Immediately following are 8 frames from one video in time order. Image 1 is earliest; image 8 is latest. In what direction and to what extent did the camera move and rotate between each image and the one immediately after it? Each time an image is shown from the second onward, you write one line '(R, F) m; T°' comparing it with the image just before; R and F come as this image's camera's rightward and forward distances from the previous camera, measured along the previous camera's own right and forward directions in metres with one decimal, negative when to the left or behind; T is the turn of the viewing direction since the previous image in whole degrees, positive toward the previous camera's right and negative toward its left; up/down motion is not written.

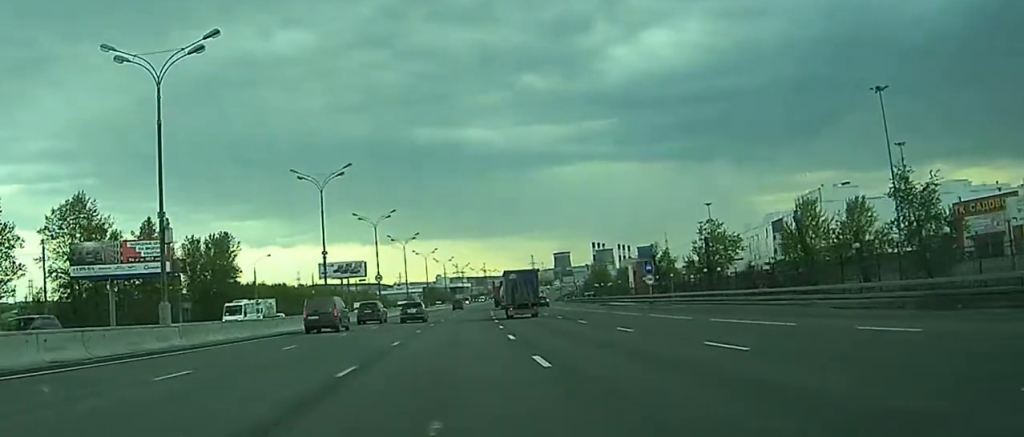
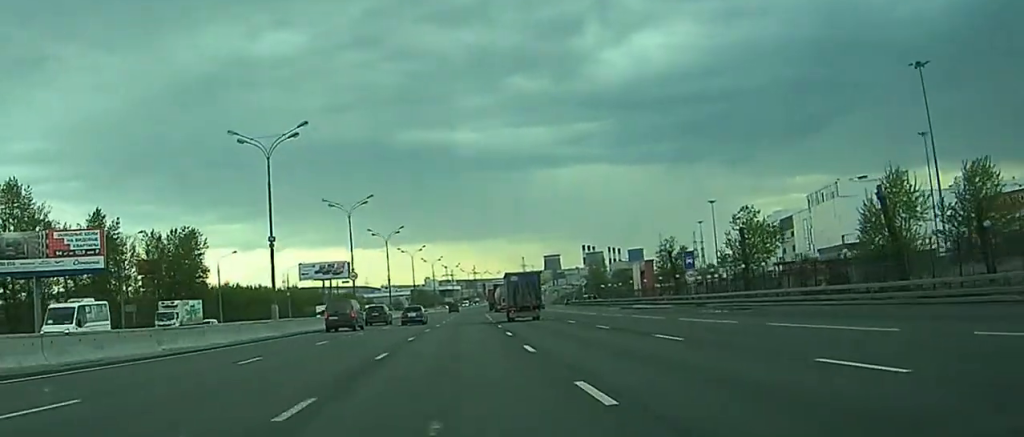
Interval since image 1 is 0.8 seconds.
(0.0, +21.5) m; 0°
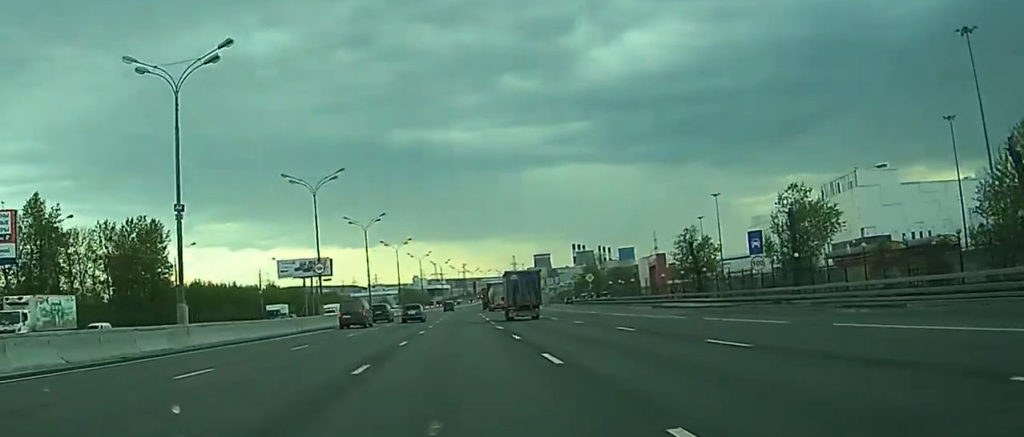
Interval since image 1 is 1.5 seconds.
(0.0, +21.0) m; +1°
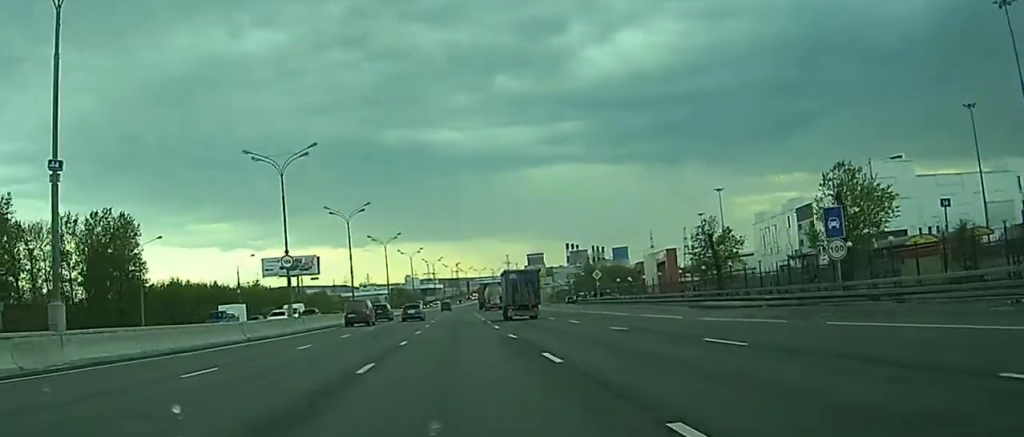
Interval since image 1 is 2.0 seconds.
(+0.1, +13.4) m; +1°
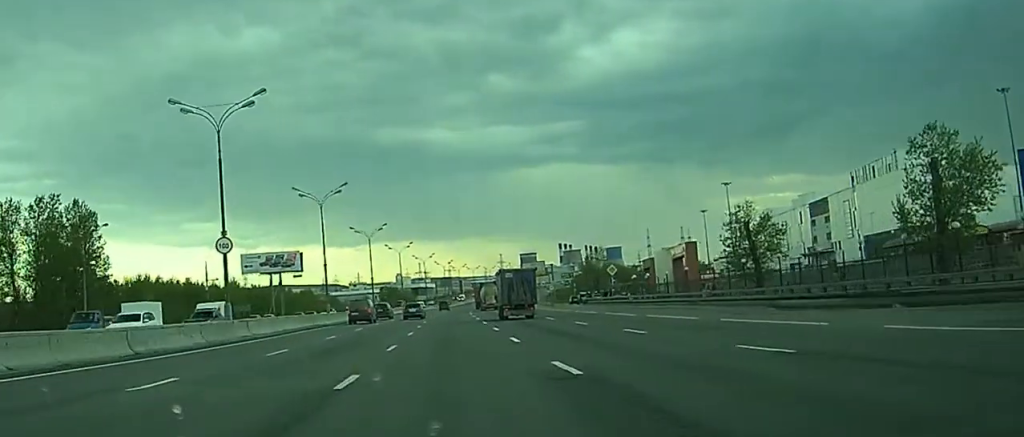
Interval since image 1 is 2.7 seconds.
(+0.1, +16.5) m; +1°
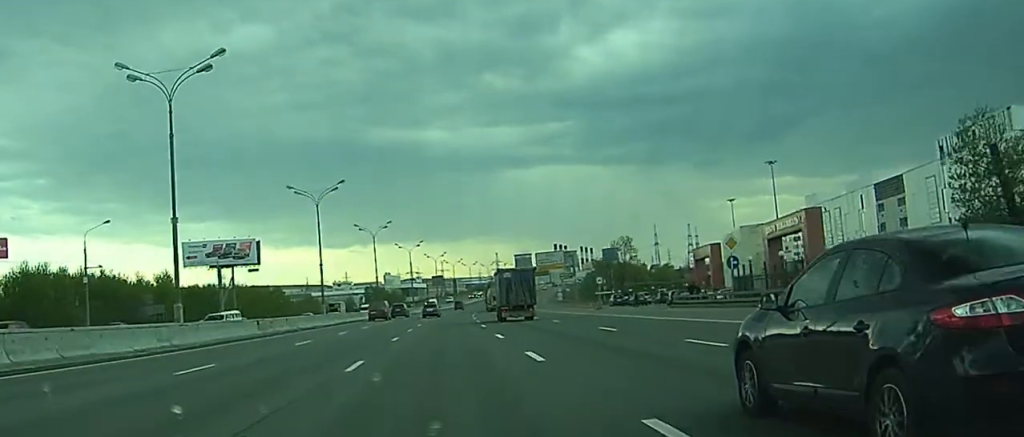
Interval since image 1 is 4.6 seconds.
(+0.1, +40.3) m; 0°
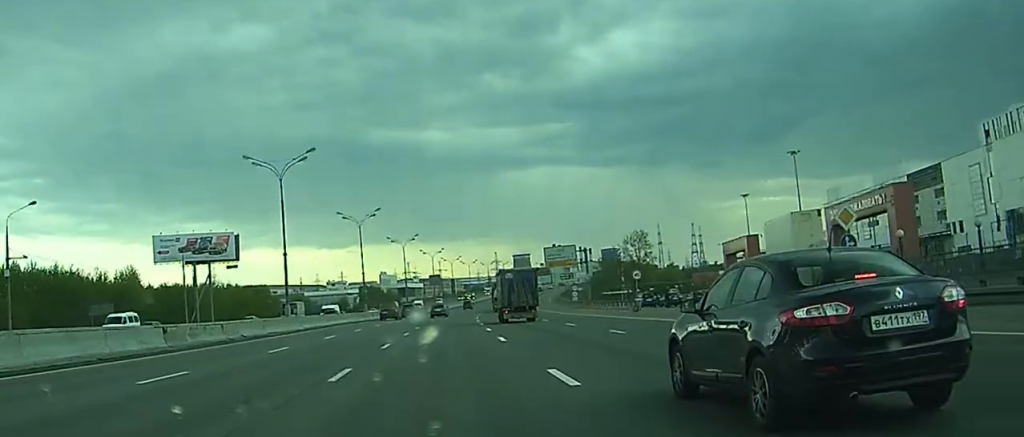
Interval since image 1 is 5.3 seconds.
(0.0, +15.4) m; 0°
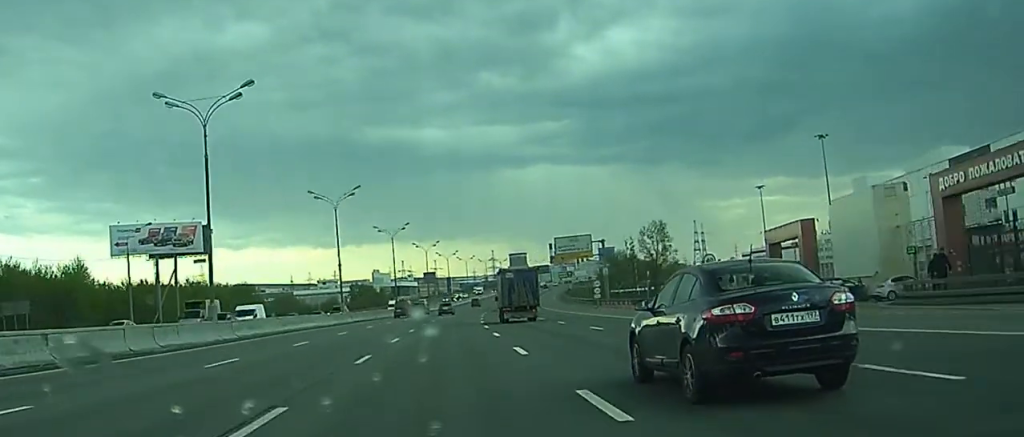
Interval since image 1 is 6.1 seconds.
(+0.1, +21.1) m; 0°
